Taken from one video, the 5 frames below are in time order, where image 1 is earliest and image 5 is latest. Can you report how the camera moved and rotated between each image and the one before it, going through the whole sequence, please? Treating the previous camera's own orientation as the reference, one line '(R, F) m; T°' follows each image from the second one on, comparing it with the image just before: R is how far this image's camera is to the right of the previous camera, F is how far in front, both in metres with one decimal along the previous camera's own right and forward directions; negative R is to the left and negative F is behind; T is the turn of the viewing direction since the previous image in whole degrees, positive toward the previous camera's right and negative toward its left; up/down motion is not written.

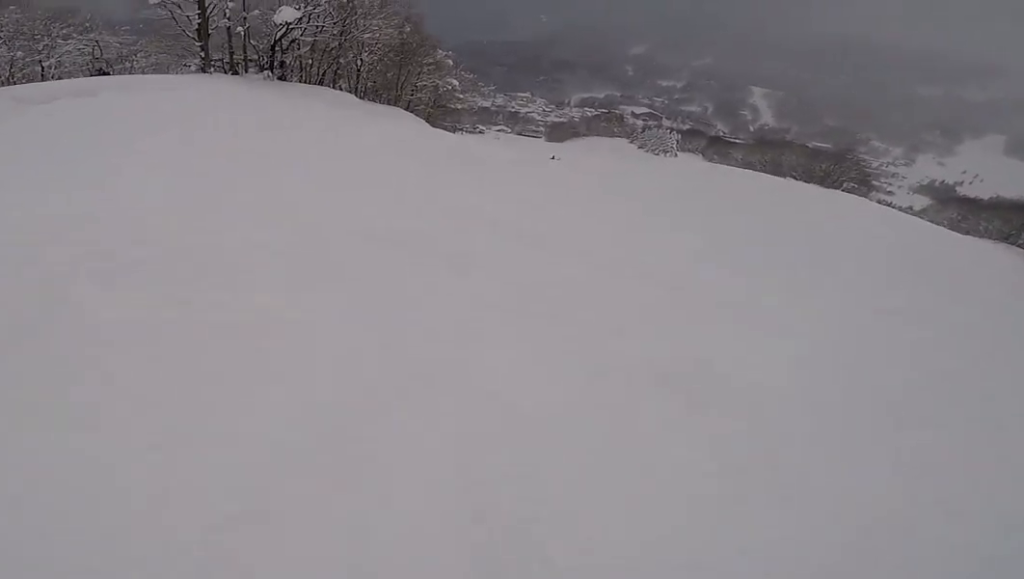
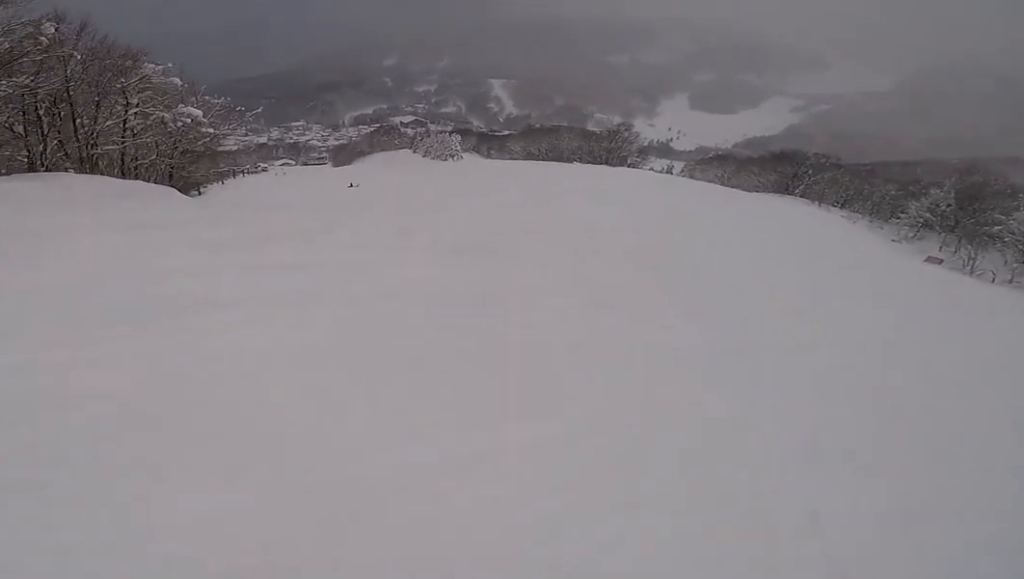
(+3.7, +16.5) m; +17°
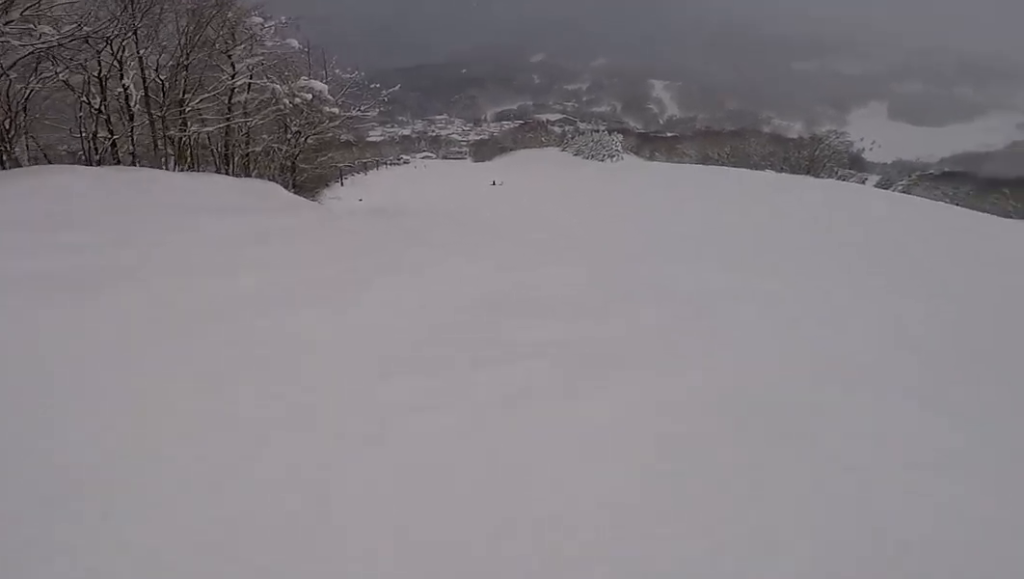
(-0.8, +10.3) m; 0°
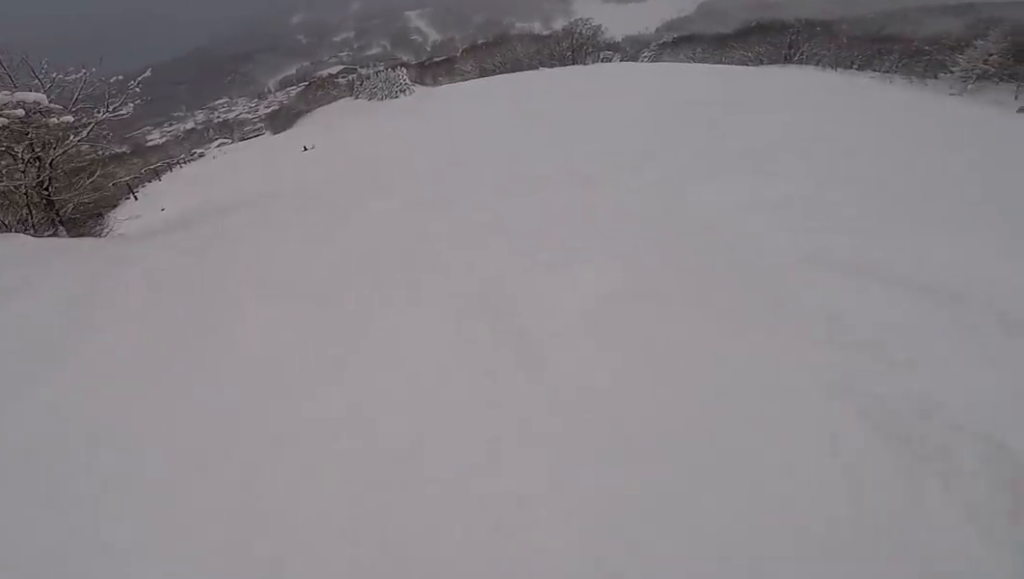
(+0.4, +5.6) m; +23°
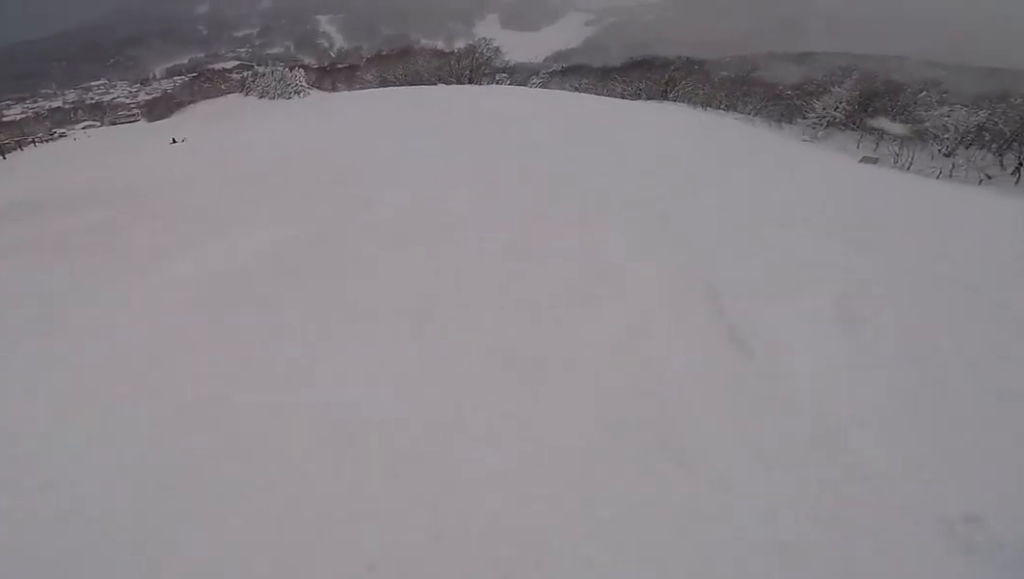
(+1.6, +5.1) m; +16°
